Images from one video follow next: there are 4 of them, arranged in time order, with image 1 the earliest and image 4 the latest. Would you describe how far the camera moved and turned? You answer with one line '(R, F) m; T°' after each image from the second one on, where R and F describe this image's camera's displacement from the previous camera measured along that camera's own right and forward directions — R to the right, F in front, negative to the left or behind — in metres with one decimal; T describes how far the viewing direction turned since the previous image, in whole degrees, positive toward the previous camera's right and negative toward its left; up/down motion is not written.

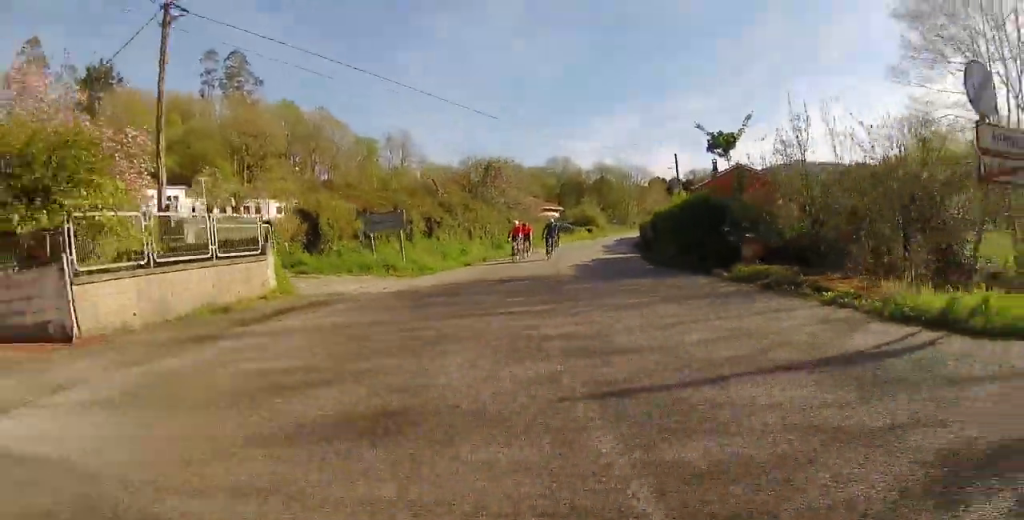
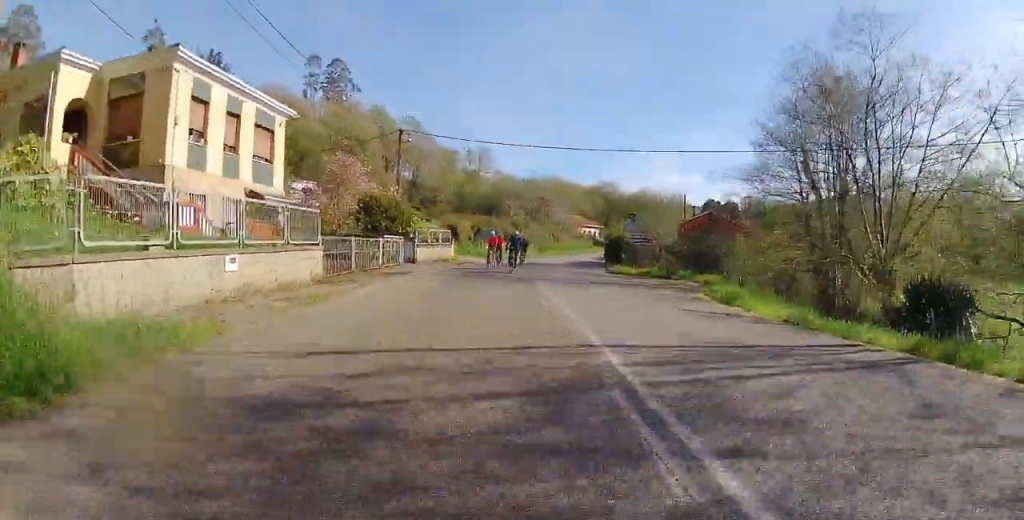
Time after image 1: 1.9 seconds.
(-1.2, +23.9) m; -5°
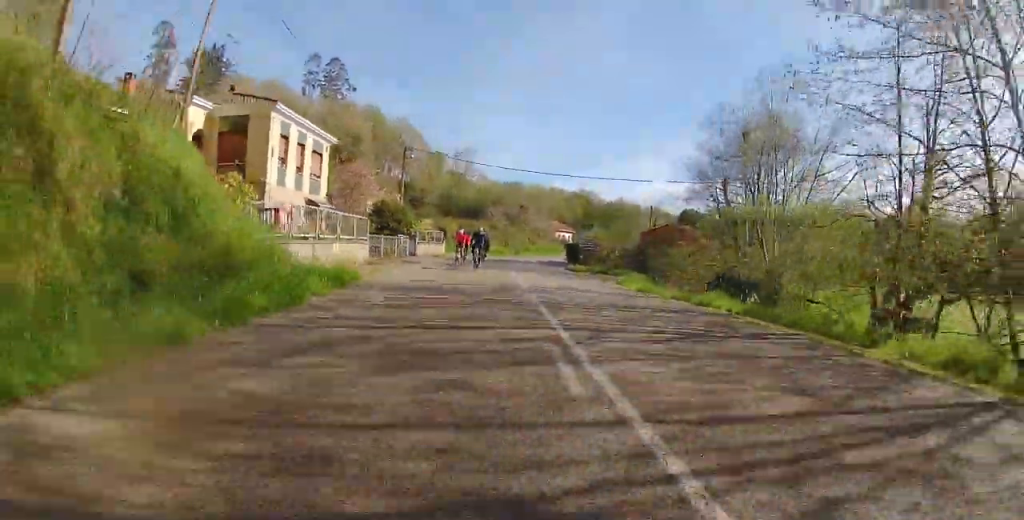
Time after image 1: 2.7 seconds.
(-0.1, +9.0) m; -1°
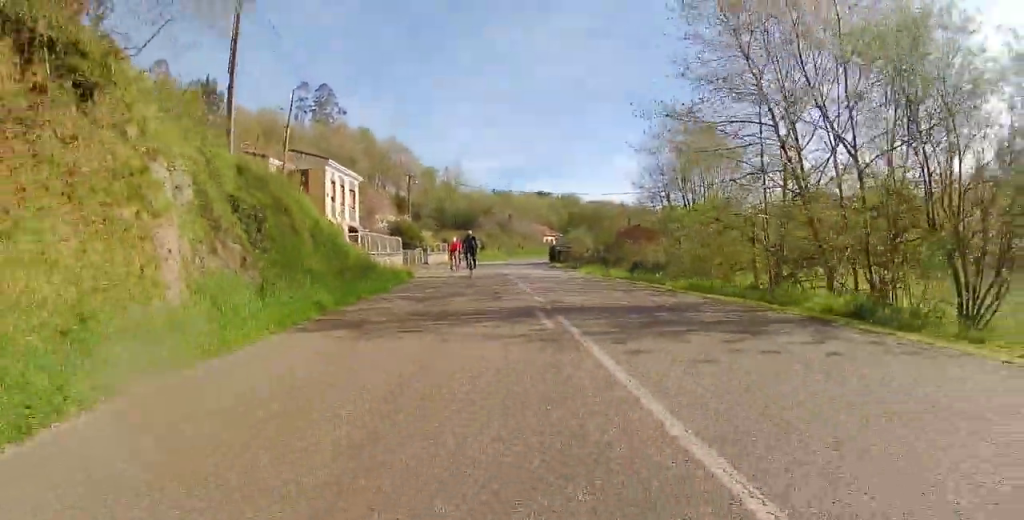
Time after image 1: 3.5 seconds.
(0.0, +10.5) m; 0°
